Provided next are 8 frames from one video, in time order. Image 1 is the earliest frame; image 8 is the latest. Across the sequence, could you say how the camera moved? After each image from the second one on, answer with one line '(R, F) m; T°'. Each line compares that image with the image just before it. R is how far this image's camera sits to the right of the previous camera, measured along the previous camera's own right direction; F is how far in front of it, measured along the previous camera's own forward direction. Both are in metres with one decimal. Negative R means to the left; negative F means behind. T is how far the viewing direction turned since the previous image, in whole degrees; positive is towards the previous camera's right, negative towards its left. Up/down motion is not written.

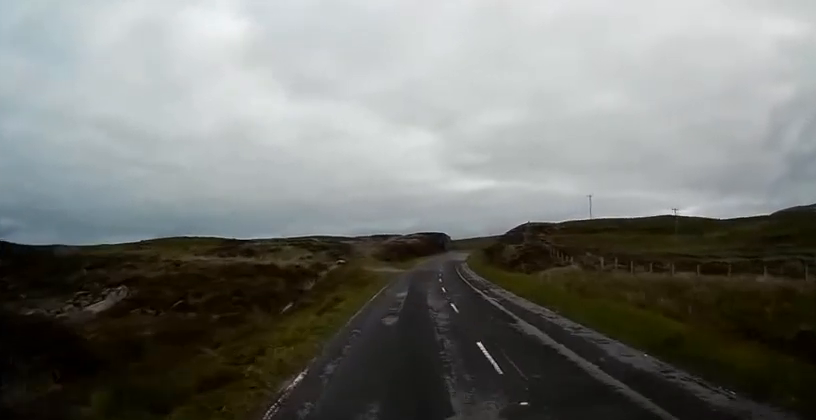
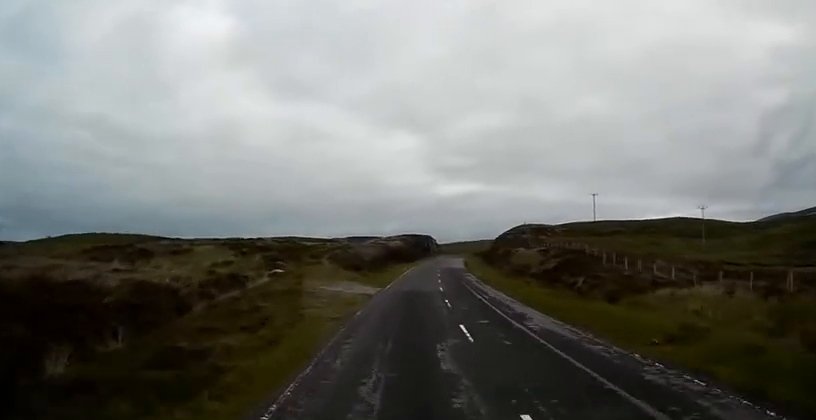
(+0.2, +22.3) m; +2°
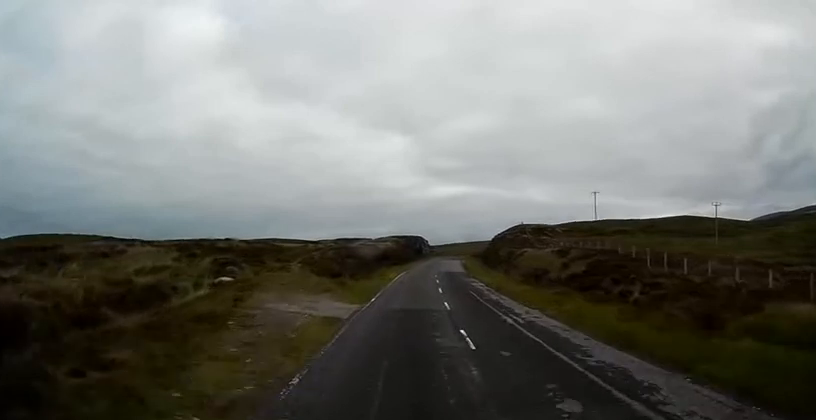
(+0.2, +9.0) m; +1°
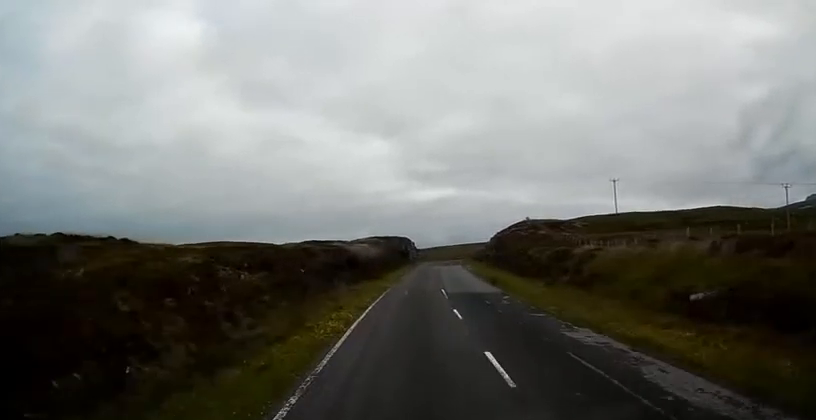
(+0.4, +28.7) m; +1°
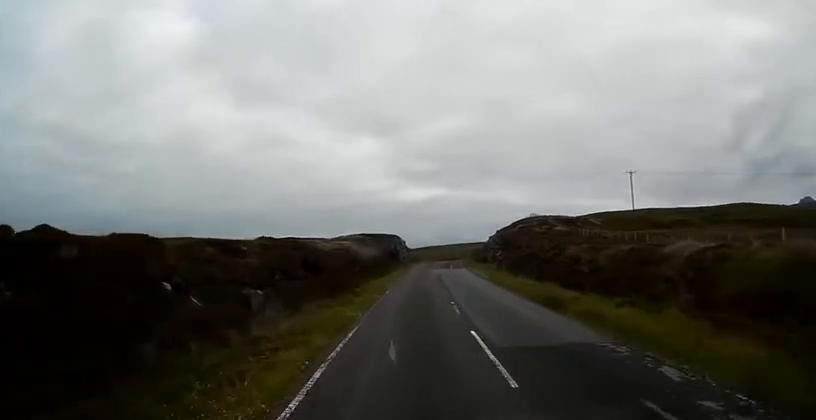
(0.0, +16.8) m; +1°
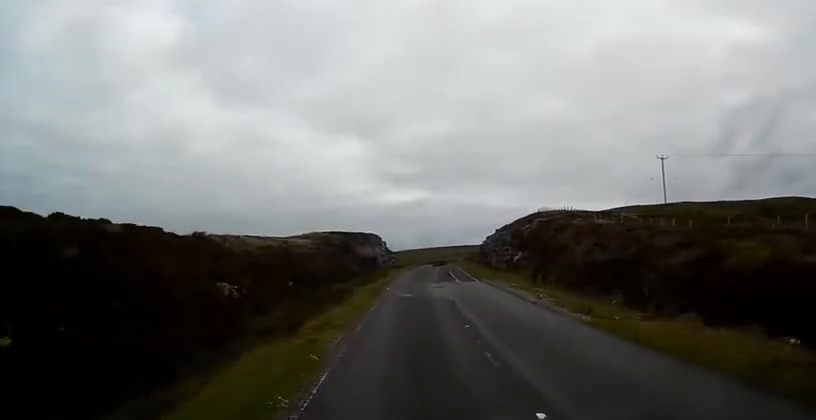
(+0.6, +23.6) m; +1°
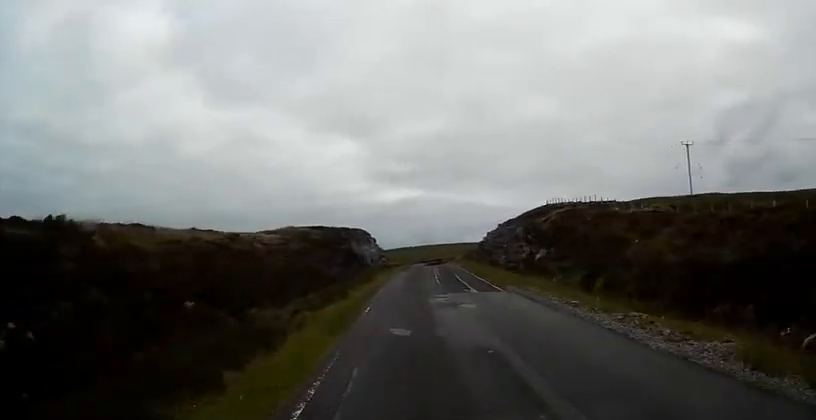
(0.0, +13.4) m; 0°
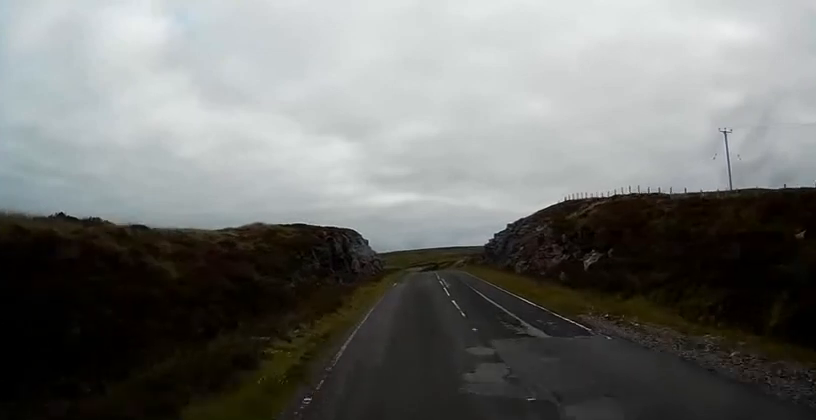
(-0.1, +13.3) m; 0°
